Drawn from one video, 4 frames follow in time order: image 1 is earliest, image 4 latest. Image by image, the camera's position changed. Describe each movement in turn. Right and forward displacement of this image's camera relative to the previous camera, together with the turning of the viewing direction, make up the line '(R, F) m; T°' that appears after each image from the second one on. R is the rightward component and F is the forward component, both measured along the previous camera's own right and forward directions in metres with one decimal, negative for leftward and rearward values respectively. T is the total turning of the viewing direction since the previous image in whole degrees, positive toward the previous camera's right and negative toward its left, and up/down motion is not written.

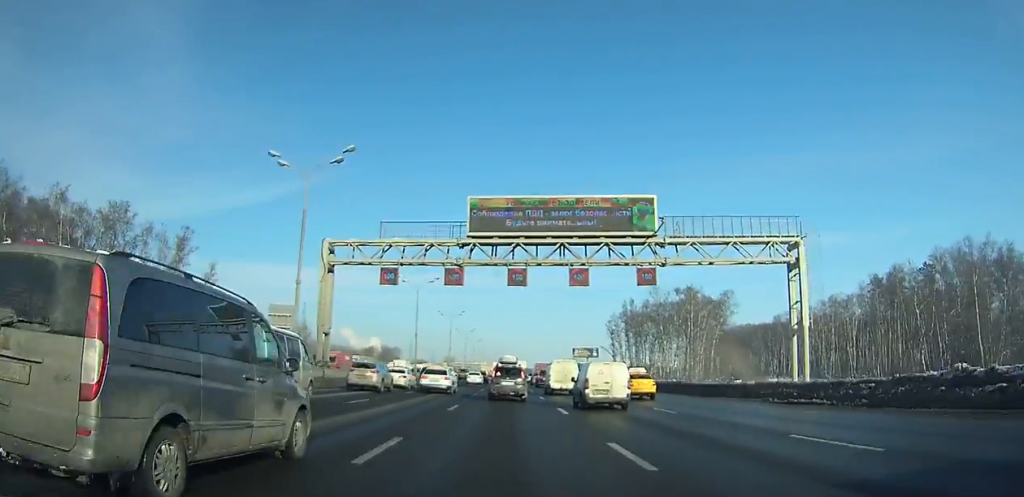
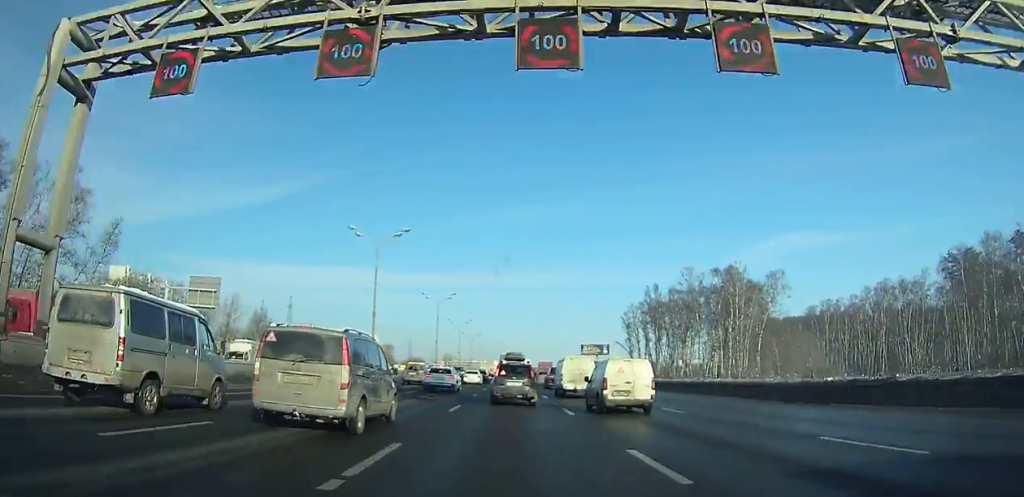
(0.0, +22.7) m; 0°
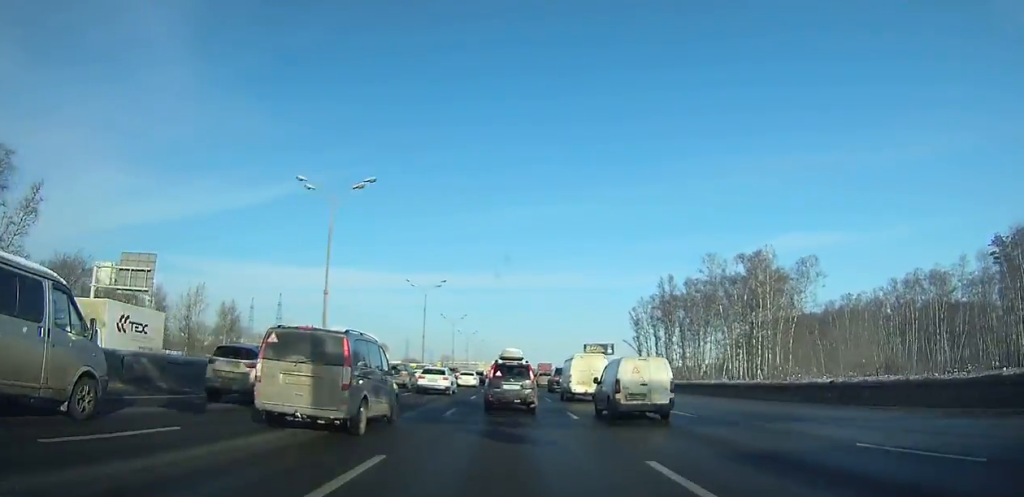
(0.0, +13.4) m; 0°
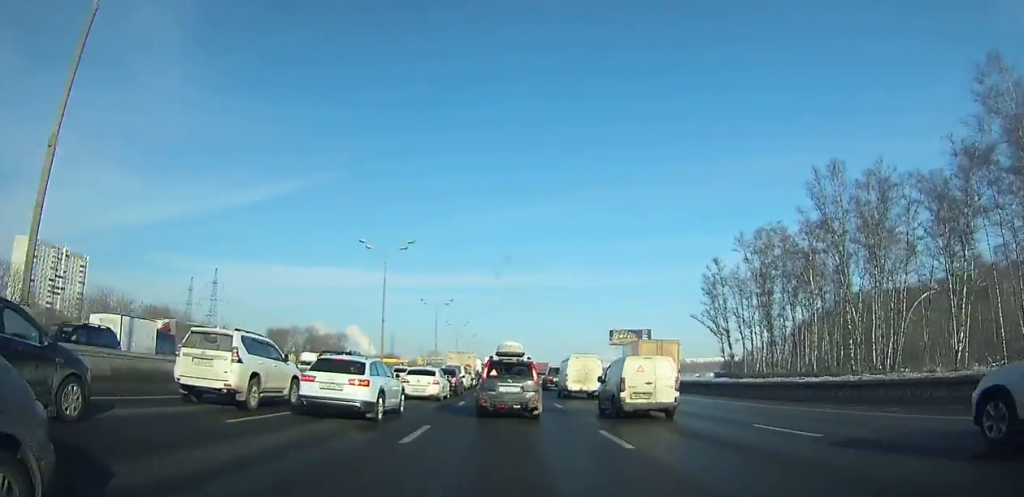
(0.0, +92.8) m; 0°
